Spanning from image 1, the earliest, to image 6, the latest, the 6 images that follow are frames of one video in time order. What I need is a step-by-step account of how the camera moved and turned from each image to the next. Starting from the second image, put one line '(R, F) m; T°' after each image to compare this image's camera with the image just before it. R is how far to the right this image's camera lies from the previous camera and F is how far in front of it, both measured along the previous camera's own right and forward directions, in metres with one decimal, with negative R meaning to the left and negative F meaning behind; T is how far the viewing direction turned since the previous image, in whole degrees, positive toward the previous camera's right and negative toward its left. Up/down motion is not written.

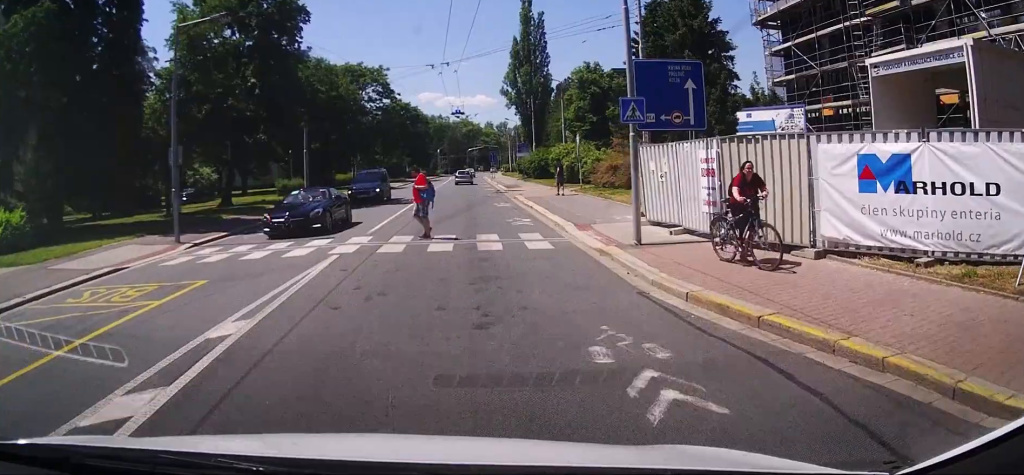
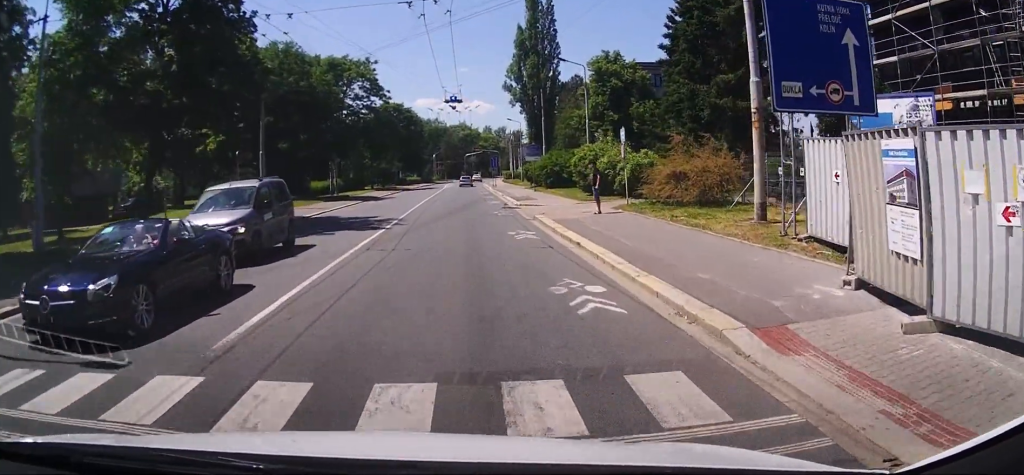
(0.0, +11.9) m; 0°
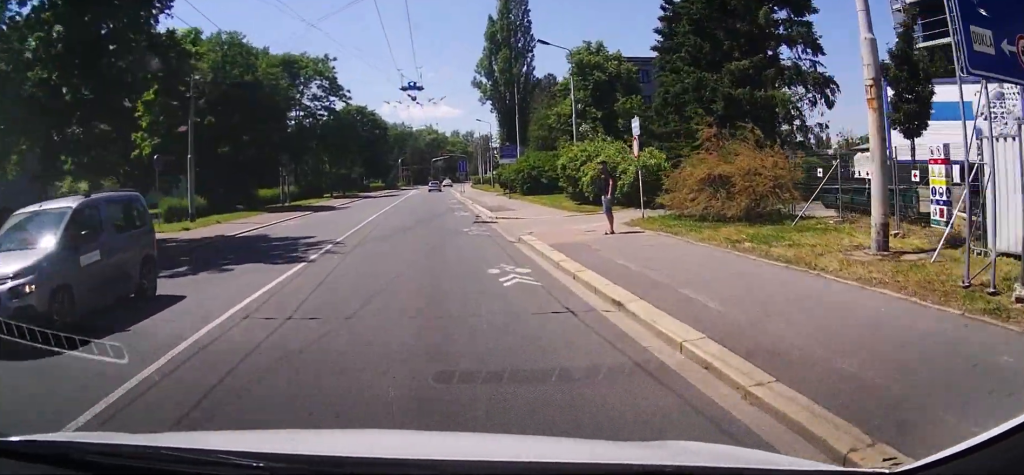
(0.0, +4.8) m; 0°
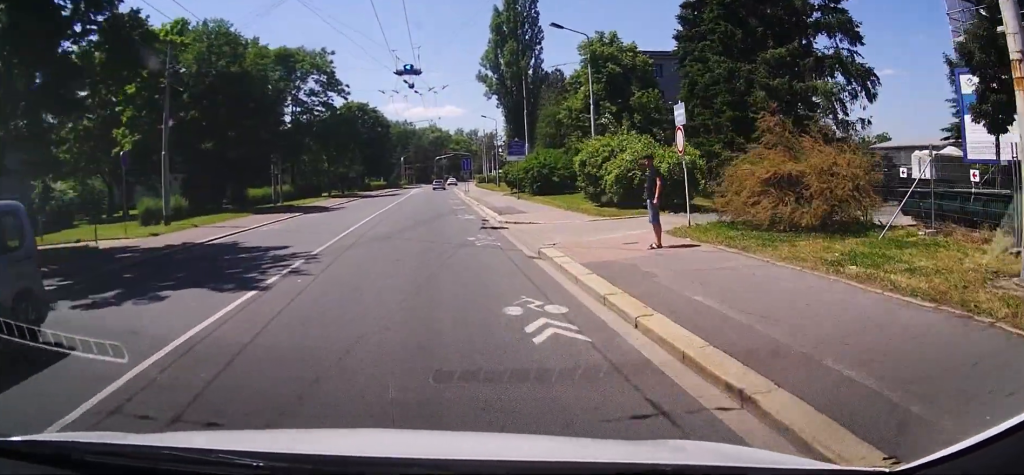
(0.0, +2.9) m; 0°
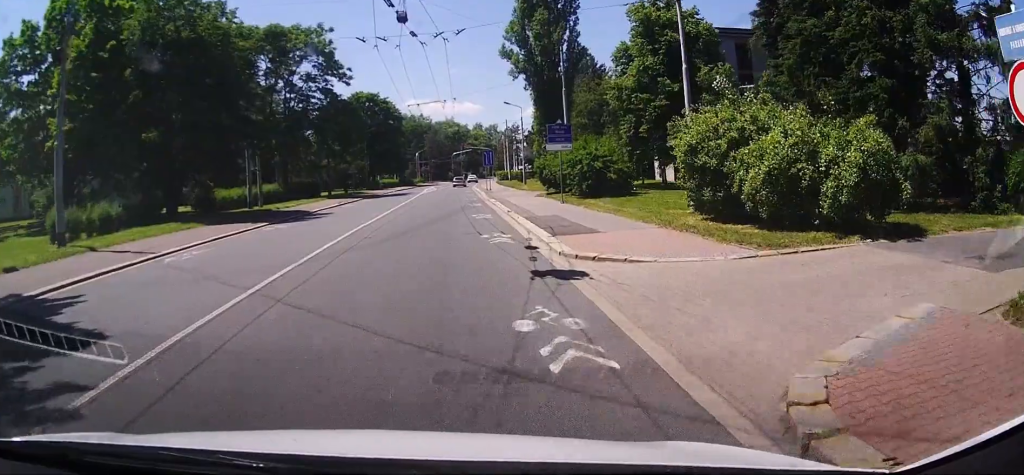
(0.0, +8.5) m; 0°
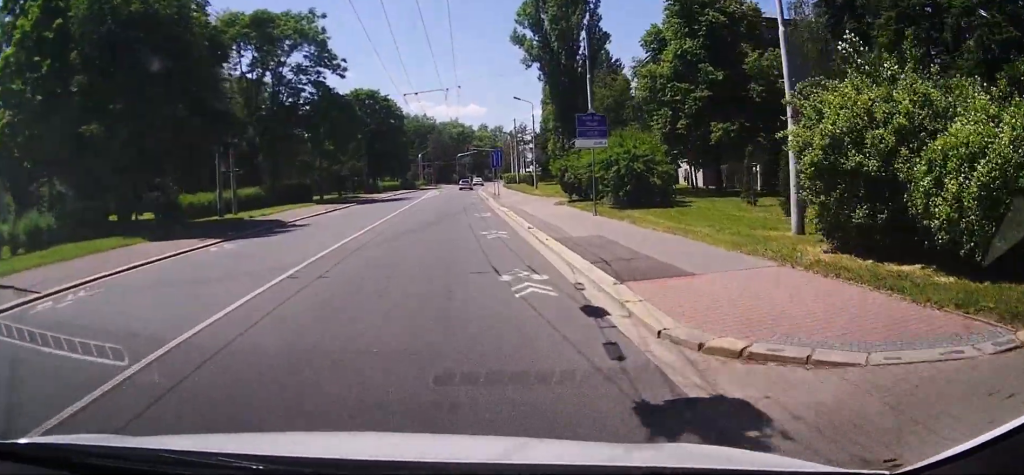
(0.0, +5.3) m; 0°
